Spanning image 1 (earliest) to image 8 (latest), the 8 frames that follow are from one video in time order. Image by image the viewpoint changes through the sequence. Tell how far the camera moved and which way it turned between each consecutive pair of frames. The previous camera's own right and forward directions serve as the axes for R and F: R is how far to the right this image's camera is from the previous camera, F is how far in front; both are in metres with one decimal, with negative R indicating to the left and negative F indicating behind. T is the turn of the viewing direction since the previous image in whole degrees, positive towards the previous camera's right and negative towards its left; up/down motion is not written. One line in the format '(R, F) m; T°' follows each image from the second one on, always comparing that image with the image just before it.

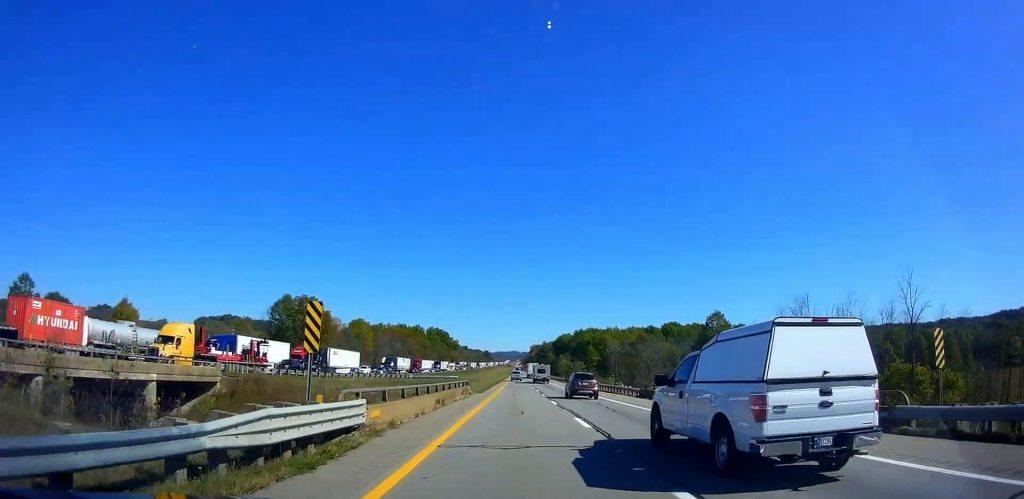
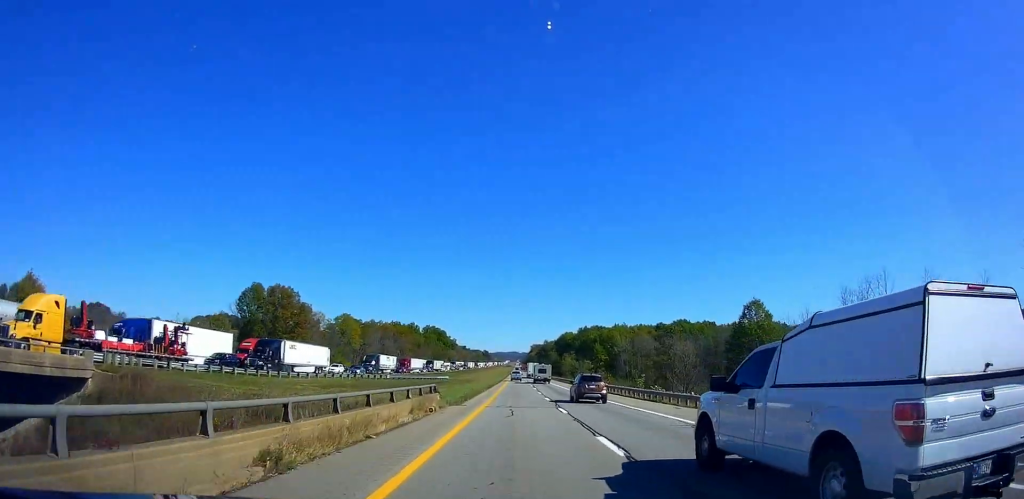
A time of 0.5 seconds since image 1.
(0.0, +17.2) m; 0°
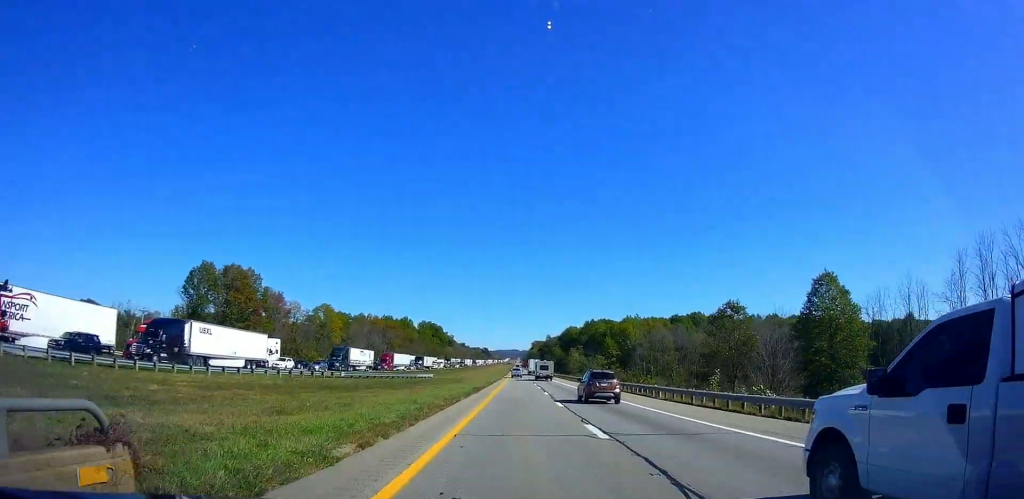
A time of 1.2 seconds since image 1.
(0.0, +21.5) m; 0°
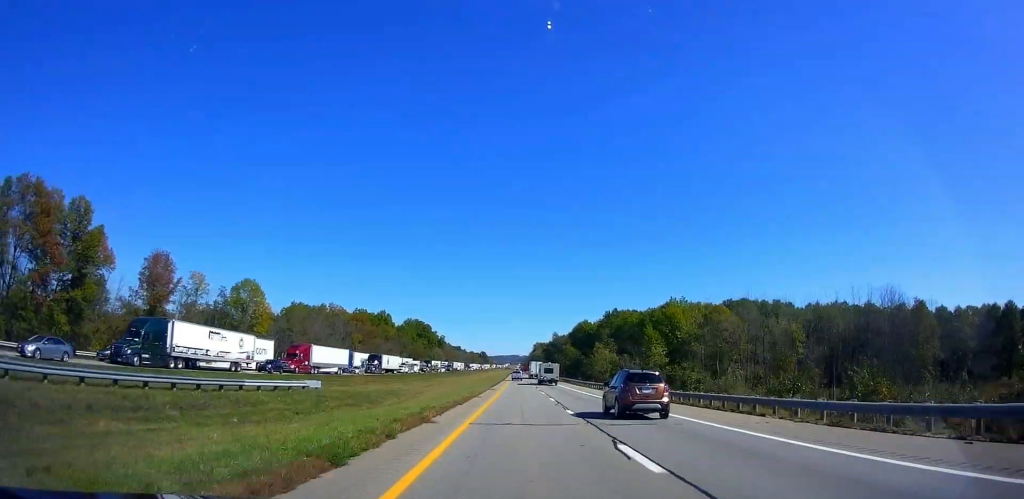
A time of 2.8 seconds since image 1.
(0.0, +51.5) m; 0°
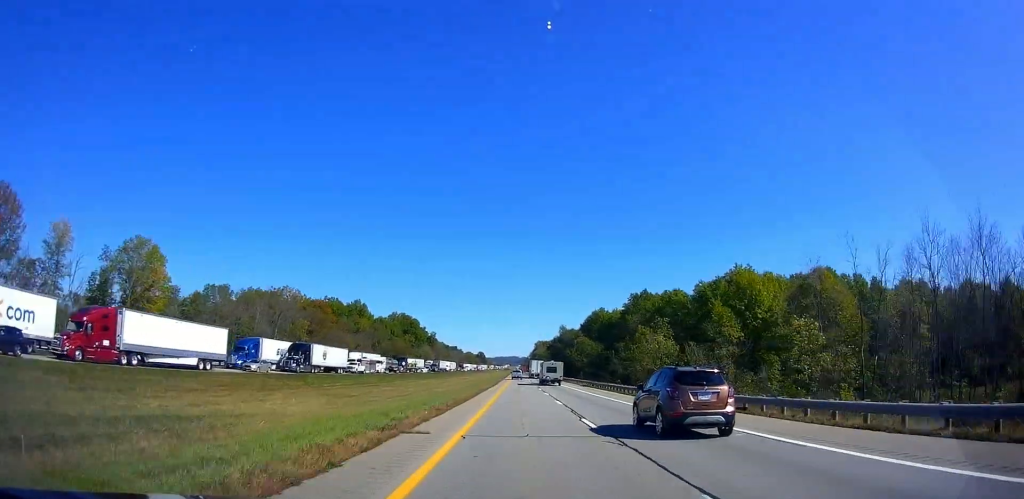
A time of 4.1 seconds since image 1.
(+0.5, +40.8) m; +2°
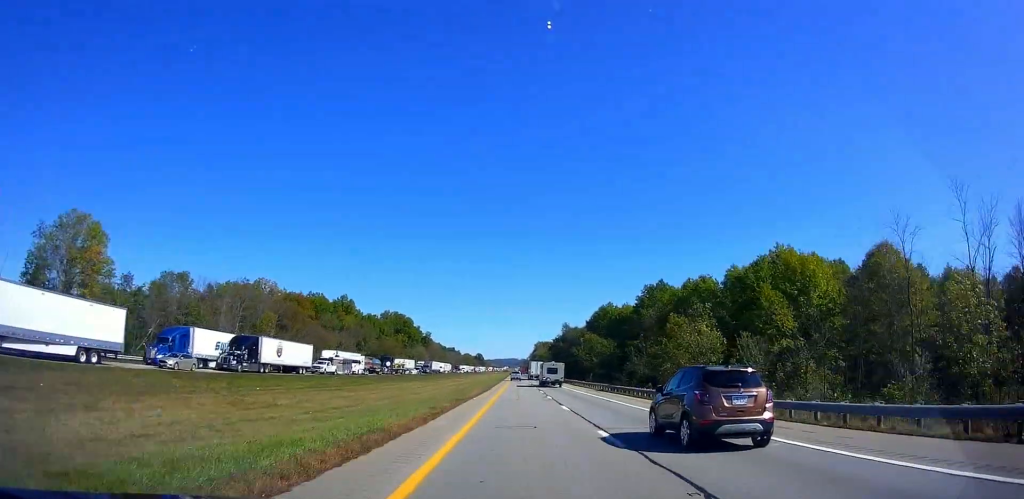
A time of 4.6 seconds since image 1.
(+0.4, +16.1) m; 0°
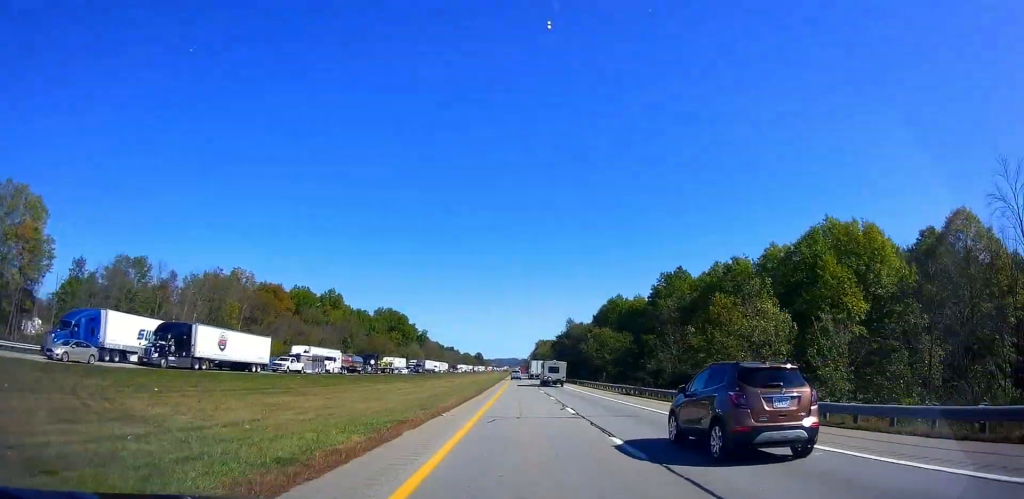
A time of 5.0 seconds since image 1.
(-0.1, +14.0) m; 0°
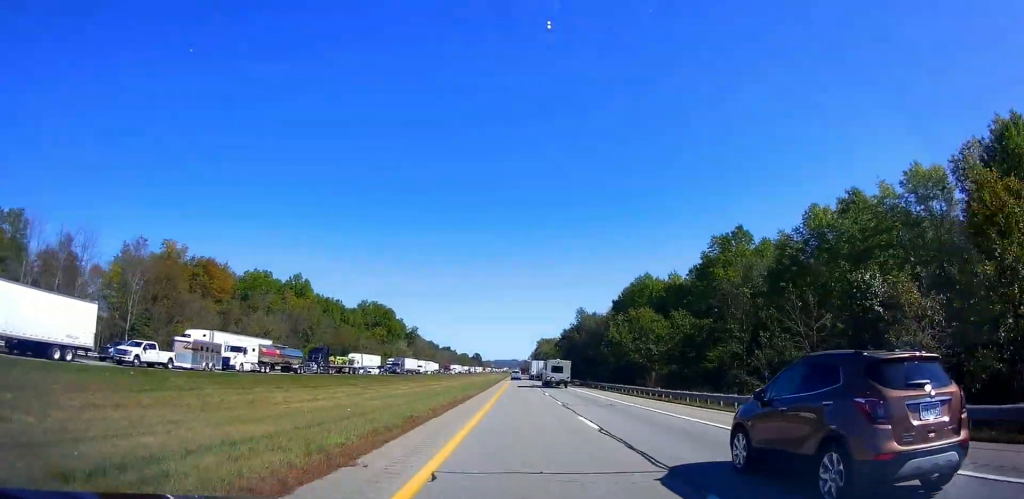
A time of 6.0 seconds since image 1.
(-0.6, +30.1) m; -1°
